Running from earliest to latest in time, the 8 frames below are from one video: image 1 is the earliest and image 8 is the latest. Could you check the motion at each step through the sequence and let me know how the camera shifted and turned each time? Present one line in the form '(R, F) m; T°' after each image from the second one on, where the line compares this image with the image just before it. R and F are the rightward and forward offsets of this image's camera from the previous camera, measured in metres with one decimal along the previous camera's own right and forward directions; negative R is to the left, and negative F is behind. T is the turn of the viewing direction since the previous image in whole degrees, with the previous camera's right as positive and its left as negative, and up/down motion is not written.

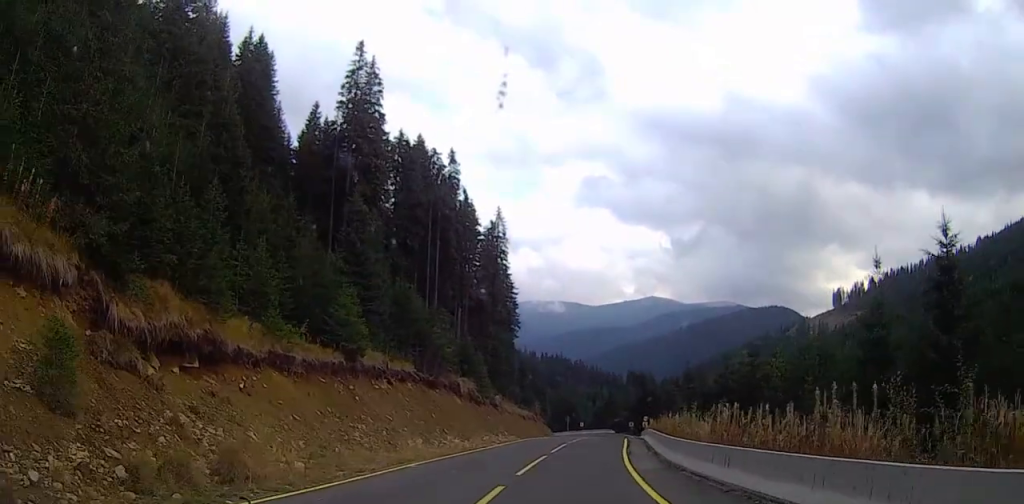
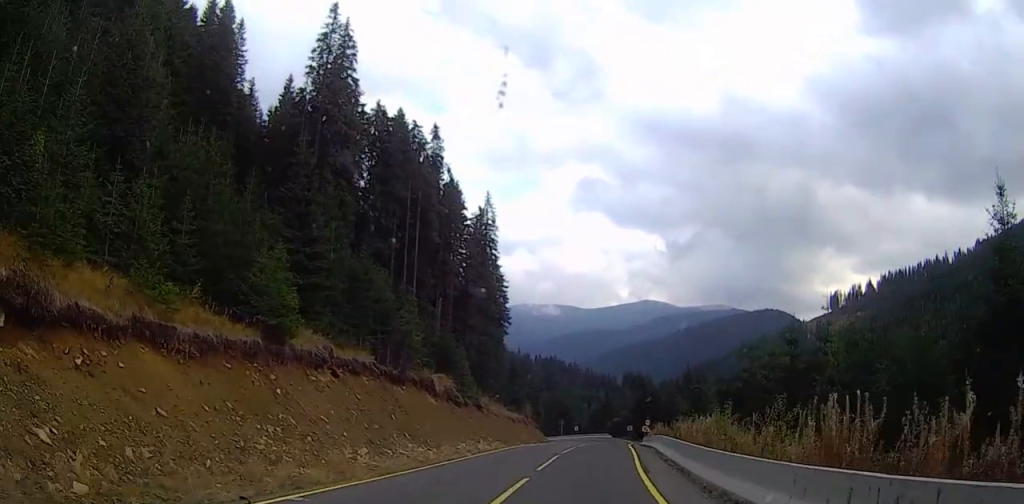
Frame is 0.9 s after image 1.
(+0.3, +9.7) m; +1°
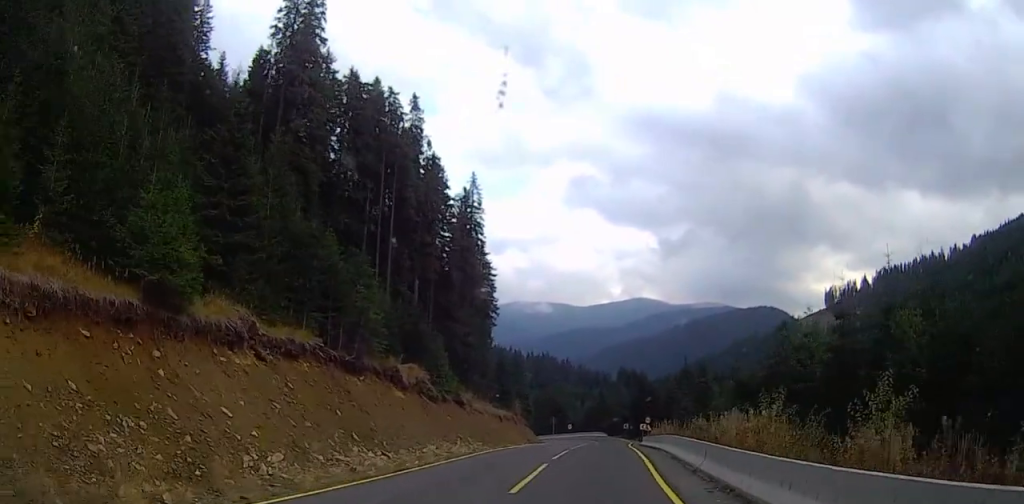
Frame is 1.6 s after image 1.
(+0.1, +8.0) m; -1°
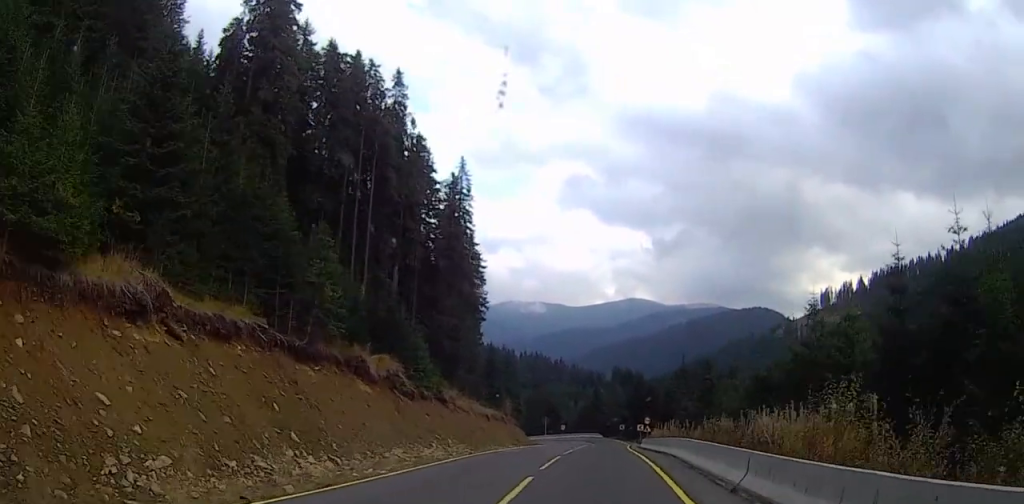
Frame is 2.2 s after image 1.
(-0.2, +5.6) m; -1°
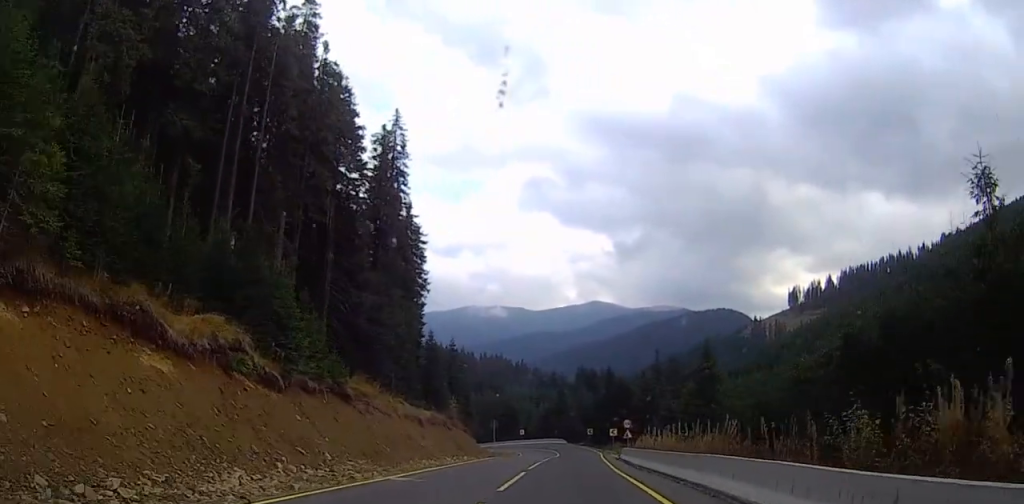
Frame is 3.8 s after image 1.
(-0.4, +15.0) m; -2°
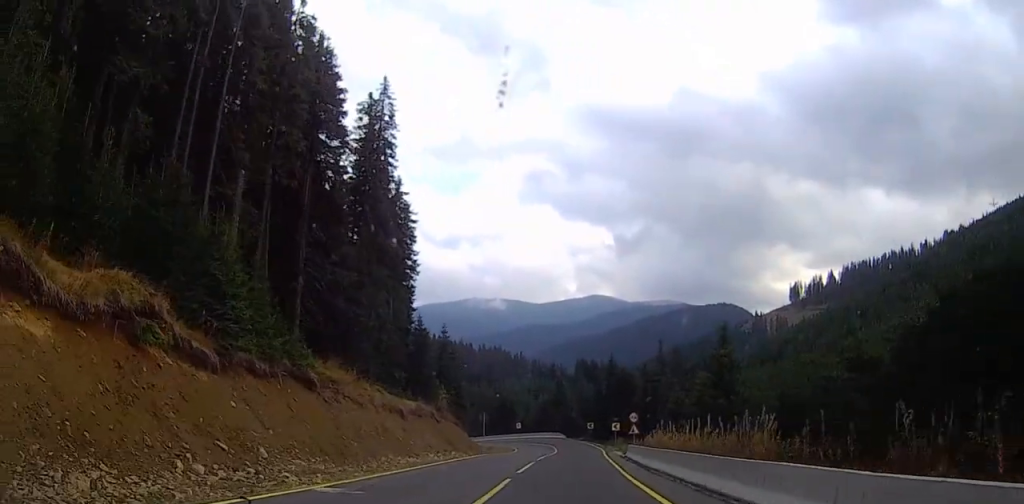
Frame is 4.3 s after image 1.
(-0.2, +5.1) m; 0°
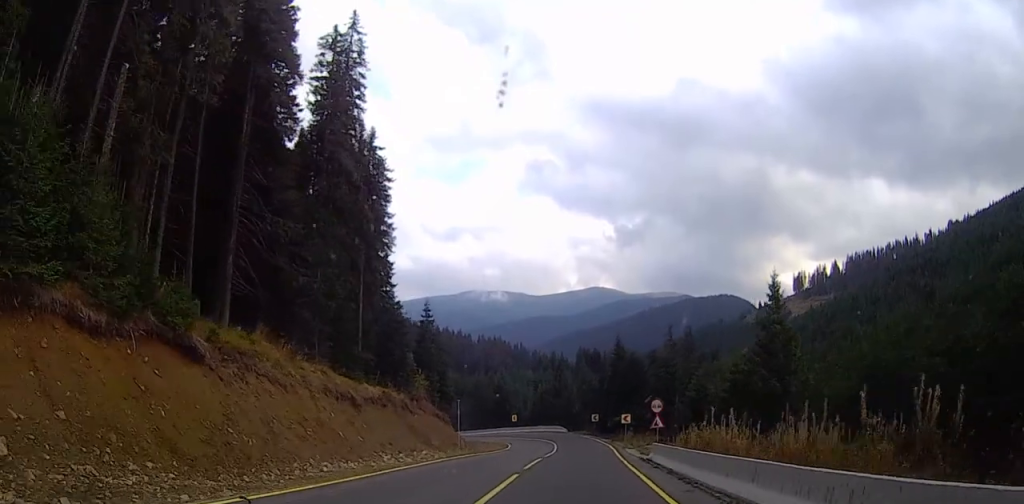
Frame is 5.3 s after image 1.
(+0.4, +11.1) m; +4°
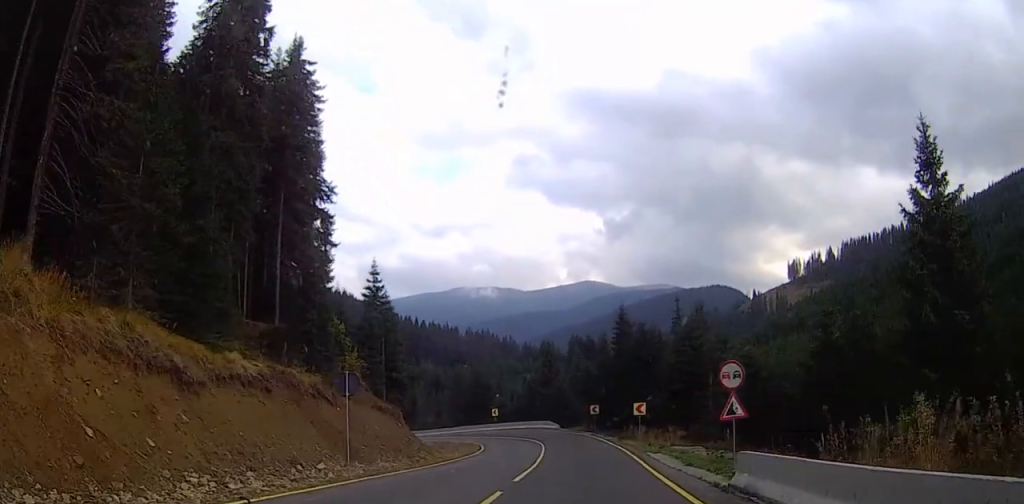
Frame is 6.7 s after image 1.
(+0.3, +20.8) m; +1°
